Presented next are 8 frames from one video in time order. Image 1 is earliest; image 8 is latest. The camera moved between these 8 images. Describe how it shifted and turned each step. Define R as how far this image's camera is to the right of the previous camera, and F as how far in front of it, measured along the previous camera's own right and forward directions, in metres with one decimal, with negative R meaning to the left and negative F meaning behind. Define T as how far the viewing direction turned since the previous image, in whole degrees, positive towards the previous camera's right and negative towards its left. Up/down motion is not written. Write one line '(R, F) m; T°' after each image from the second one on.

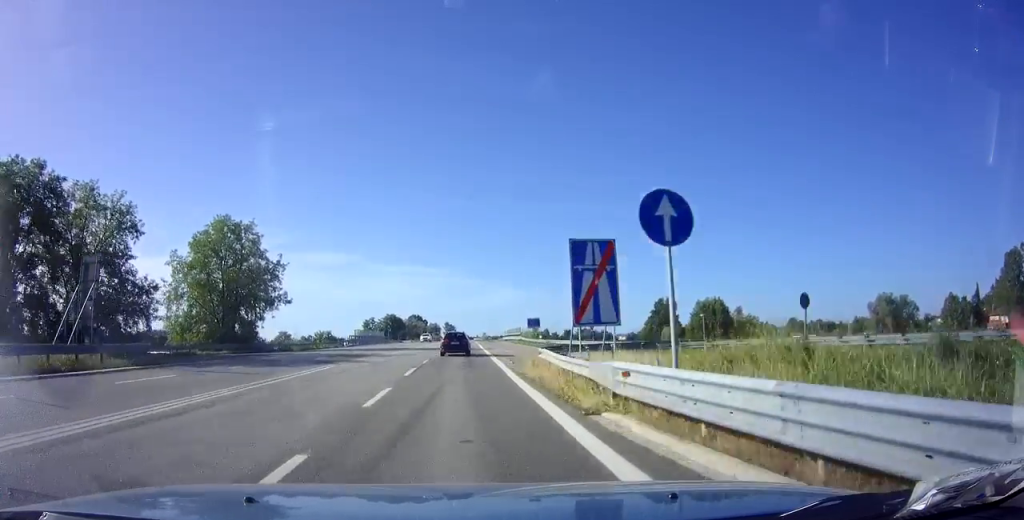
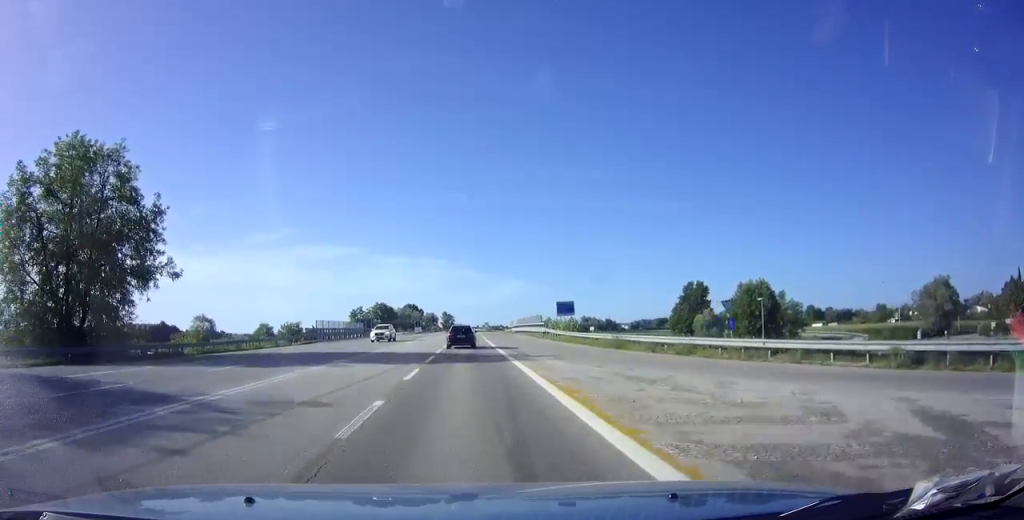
(0.0, +24.7) m; 0°
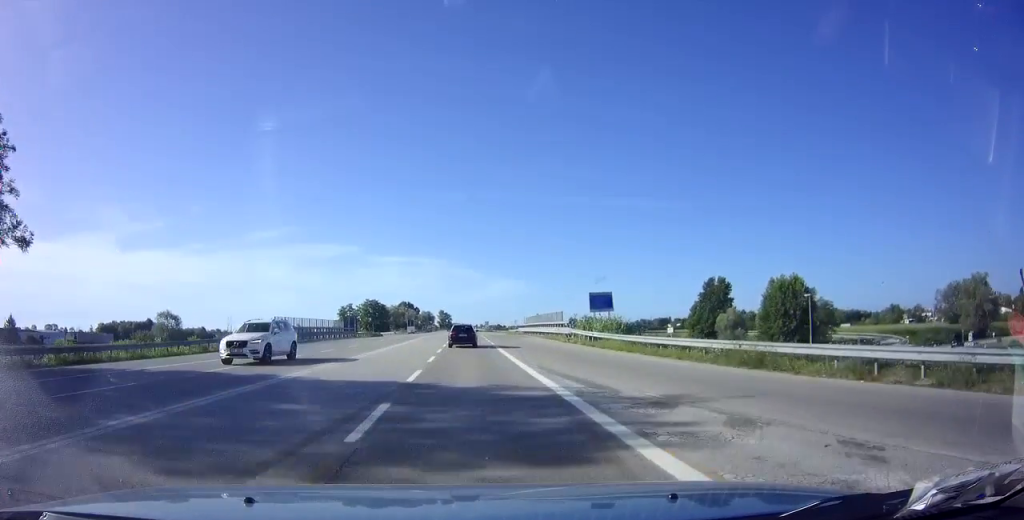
(0.0, +14.4) m; 0°
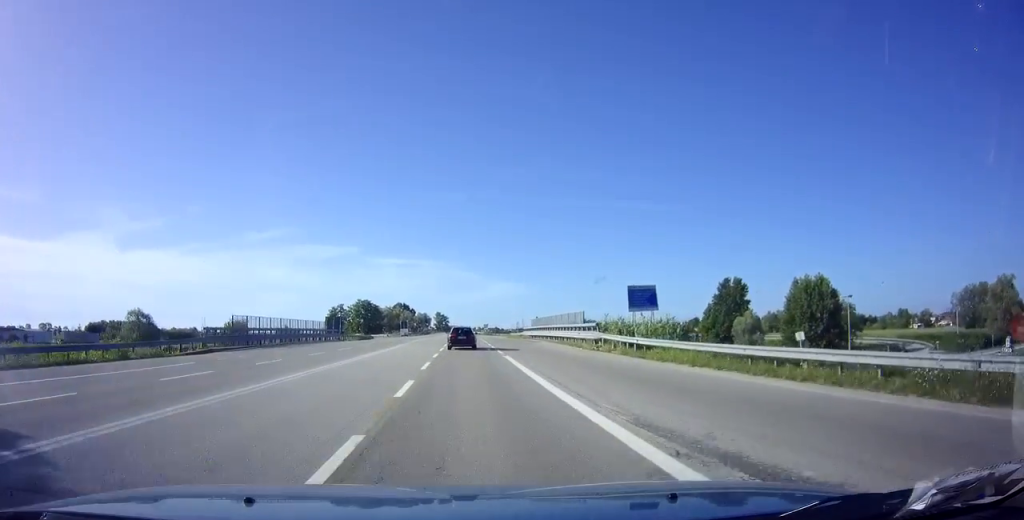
(0.0, +9.6) m; 0°
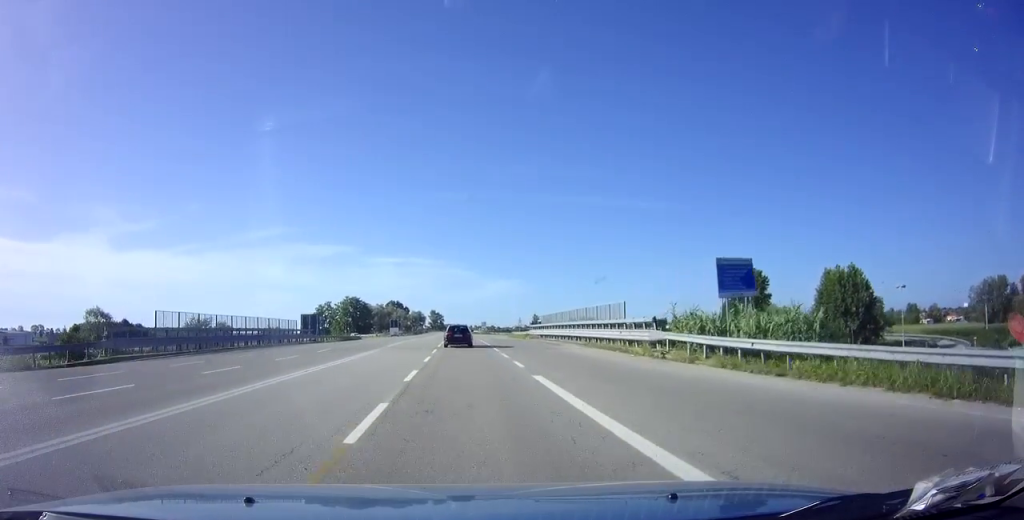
(0.0, +11.2) m; 0°
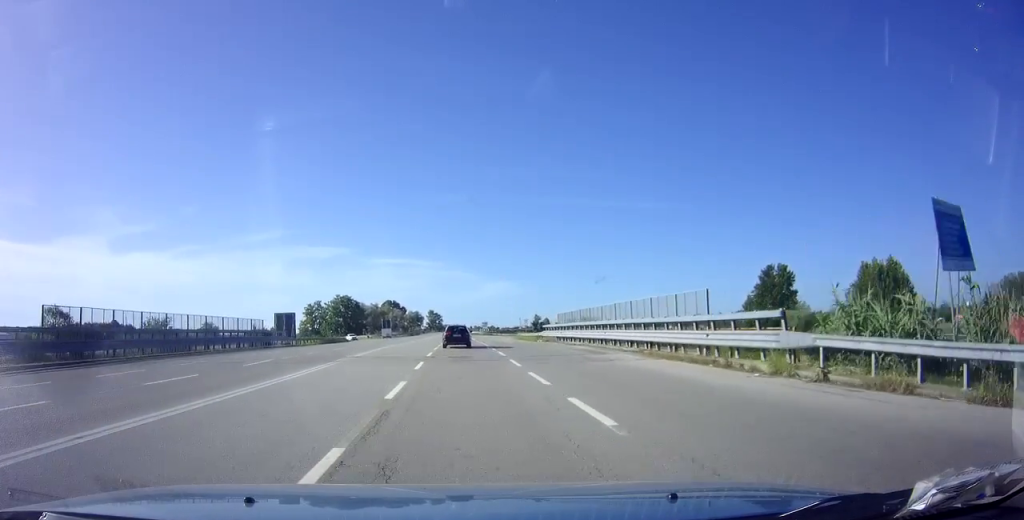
(+0.1, +10.4) m; 0°
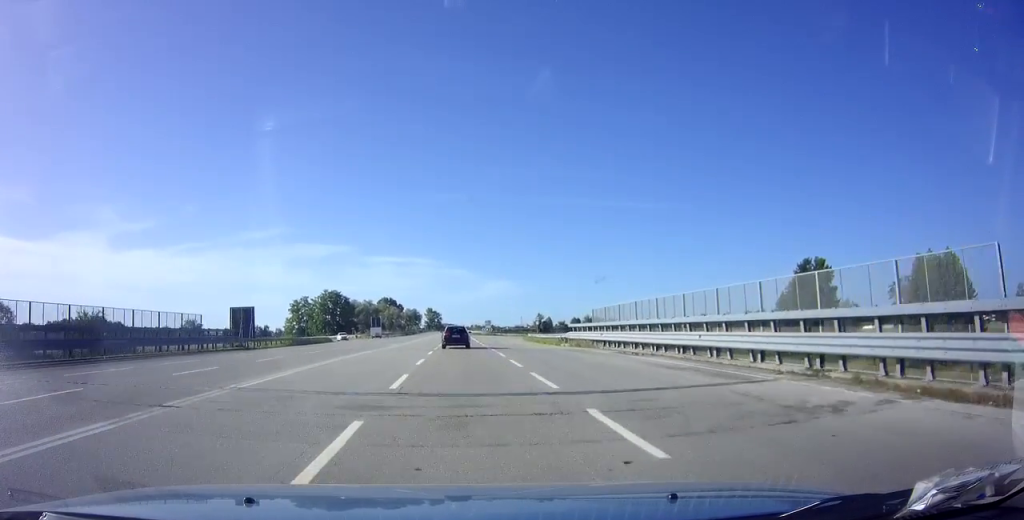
(+0.1, +12.8) m; 0°
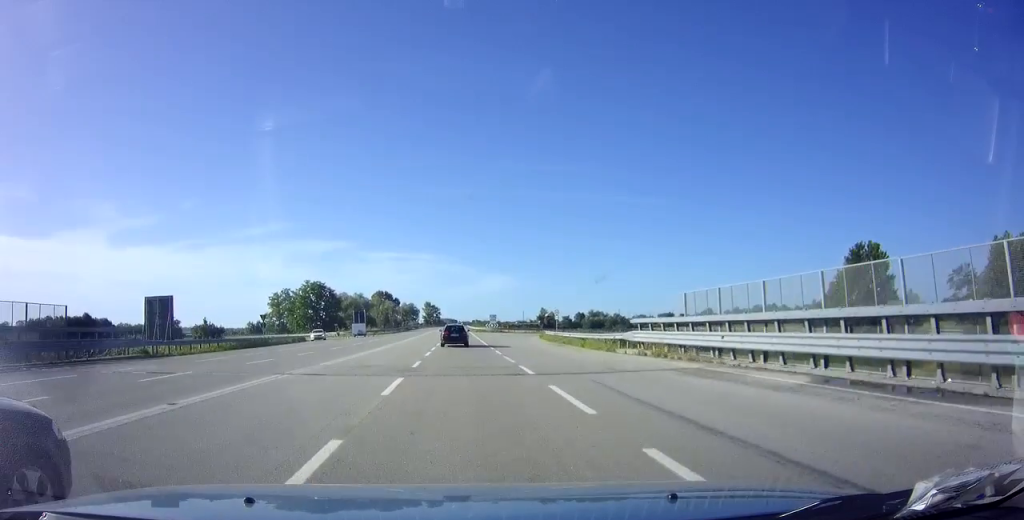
(0.0, +16.0) m; 0°
